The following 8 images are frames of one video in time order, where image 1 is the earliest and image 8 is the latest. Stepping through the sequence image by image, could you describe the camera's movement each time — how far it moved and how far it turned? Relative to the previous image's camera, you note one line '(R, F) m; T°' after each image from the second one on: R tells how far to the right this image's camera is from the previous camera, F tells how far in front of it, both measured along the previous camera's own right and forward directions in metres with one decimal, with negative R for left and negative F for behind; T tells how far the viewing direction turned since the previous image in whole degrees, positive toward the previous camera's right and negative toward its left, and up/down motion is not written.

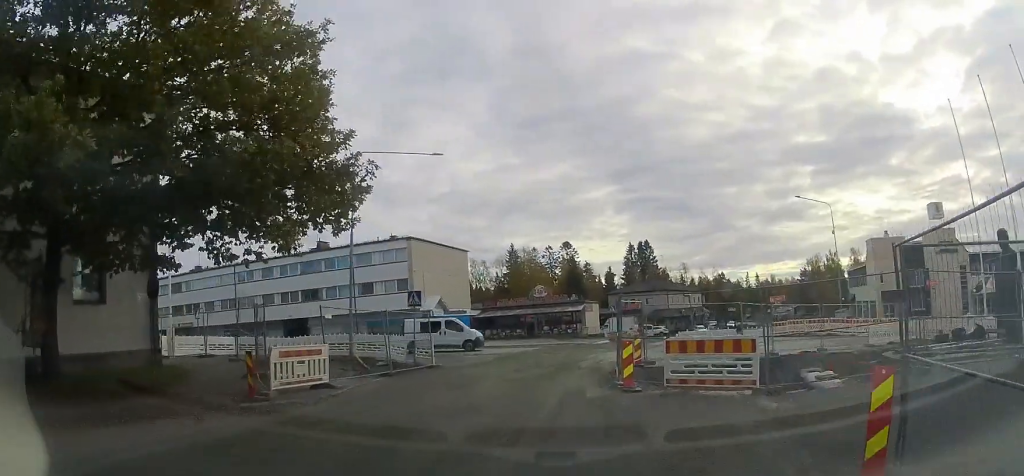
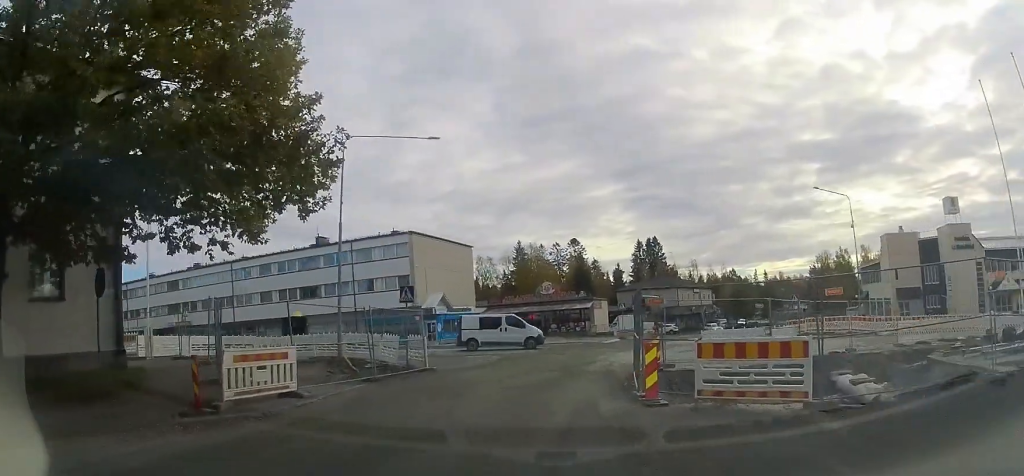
(+0.1, +2.2) m; +1°
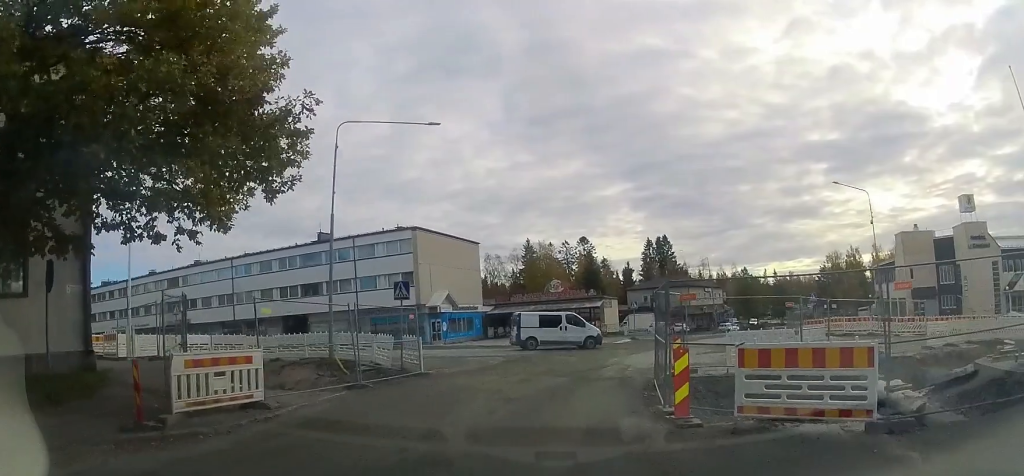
(0.0, +1.9) m; +1°
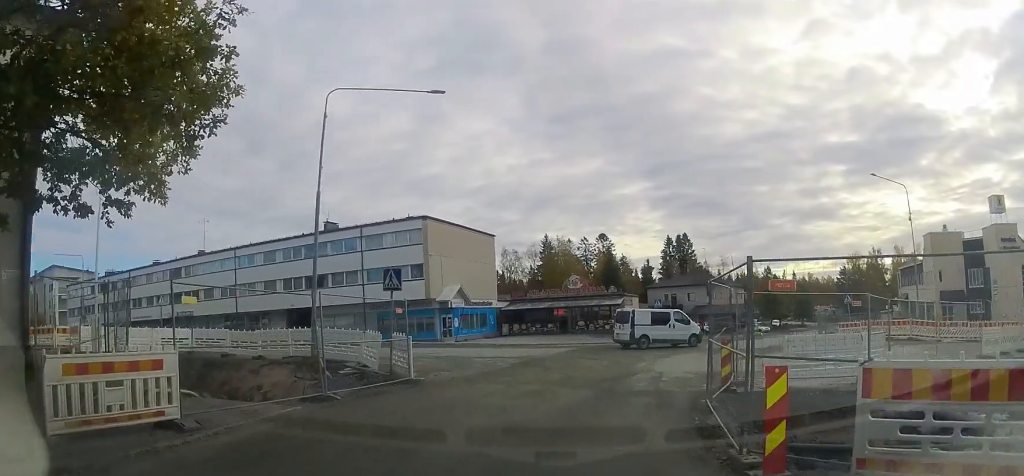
(0.0, +3.2) m; -5°
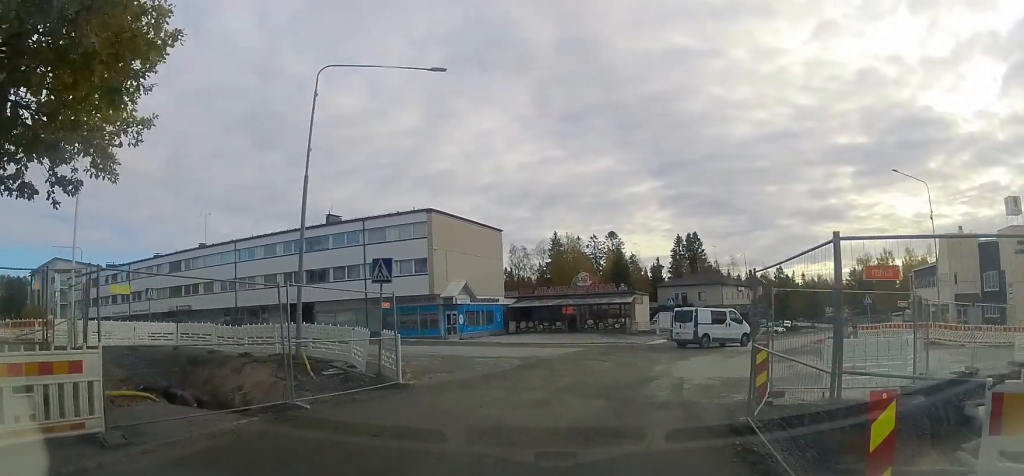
(0.0, +1.8) m; -2°
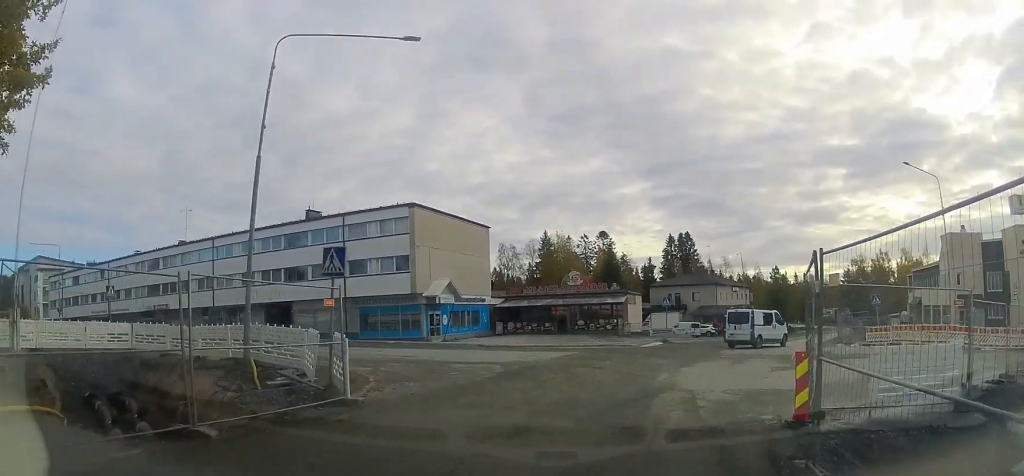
(-0.4, +2.5) m; +1°
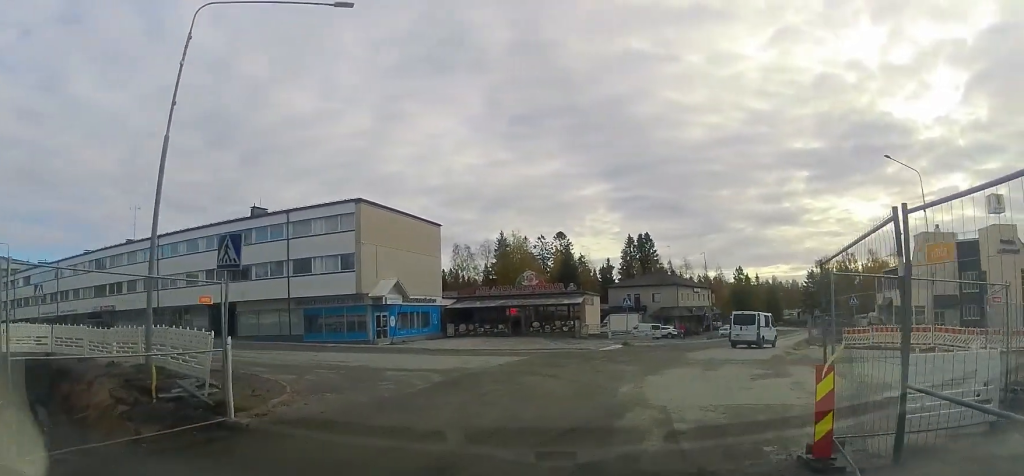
(+0.3, +2.4) m; +7°
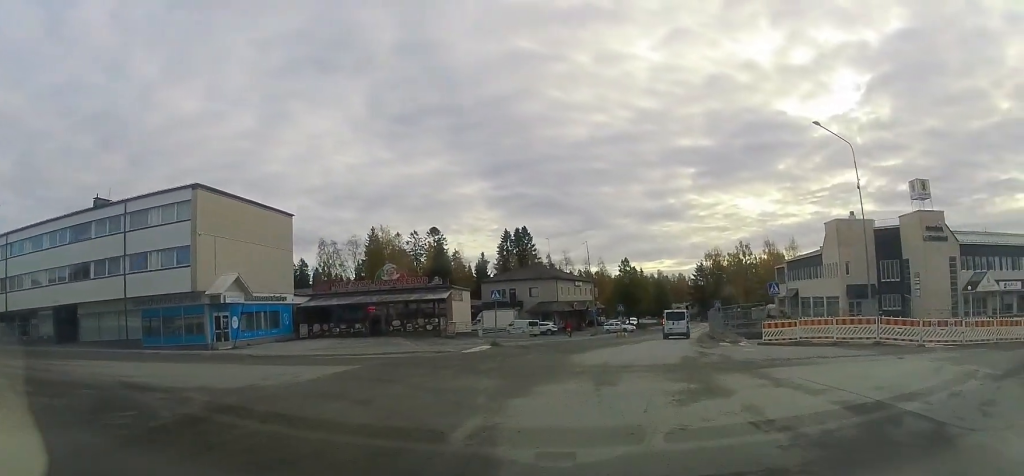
(+0.6, +5.6) m; +8°
